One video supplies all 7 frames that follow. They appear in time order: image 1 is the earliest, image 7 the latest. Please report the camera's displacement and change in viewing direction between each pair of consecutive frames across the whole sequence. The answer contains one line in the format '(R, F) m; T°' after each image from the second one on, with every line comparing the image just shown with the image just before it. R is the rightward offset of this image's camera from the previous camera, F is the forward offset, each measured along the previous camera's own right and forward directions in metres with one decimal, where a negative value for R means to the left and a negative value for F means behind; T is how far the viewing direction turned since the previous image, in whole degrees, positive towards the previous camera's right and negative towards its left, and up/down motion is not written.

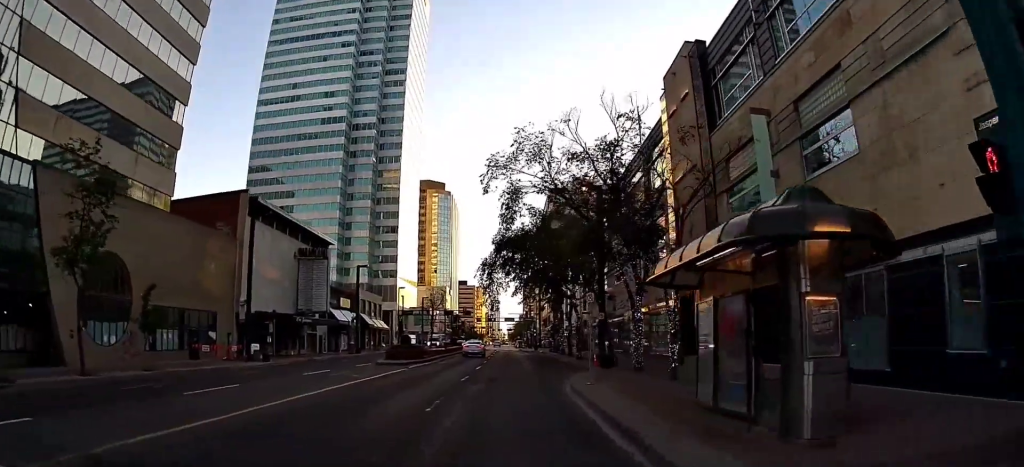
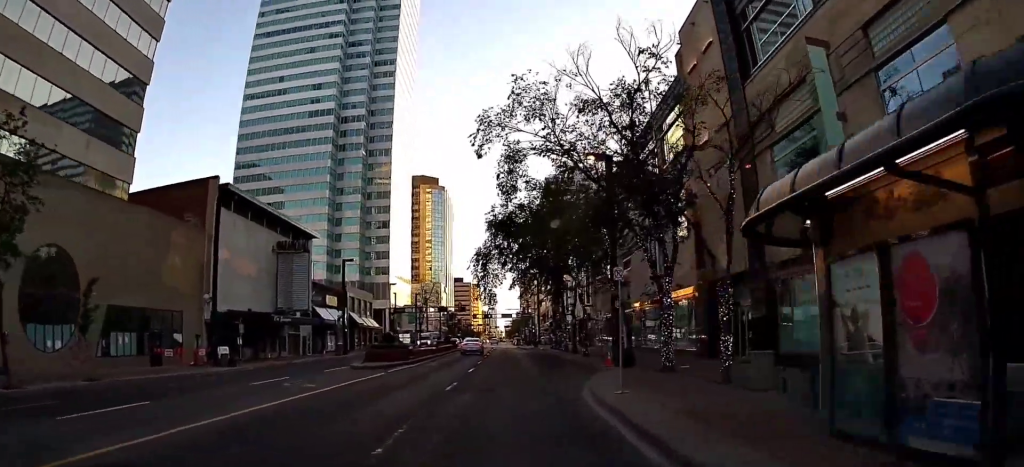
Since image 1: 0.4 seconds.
(+0.3, +5.2) m; 0°
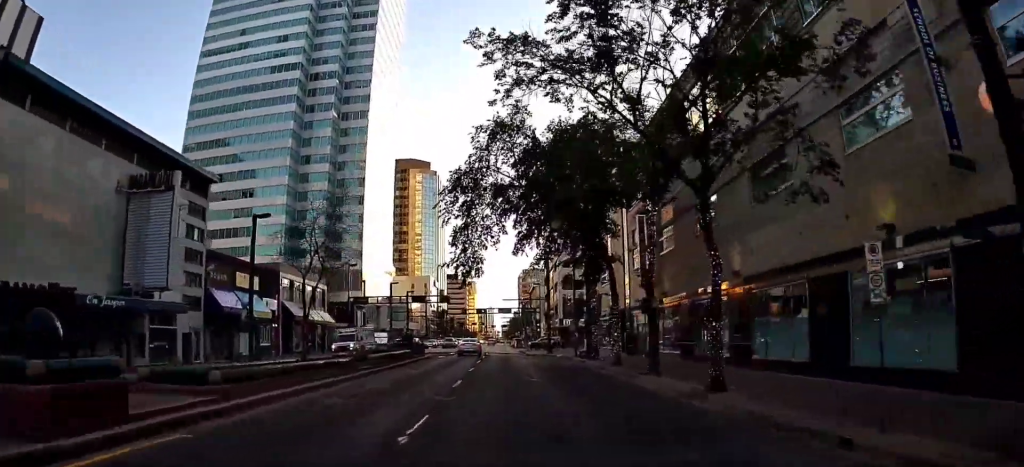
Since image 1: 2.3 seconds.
(+0.1, +23.6) m; +3°
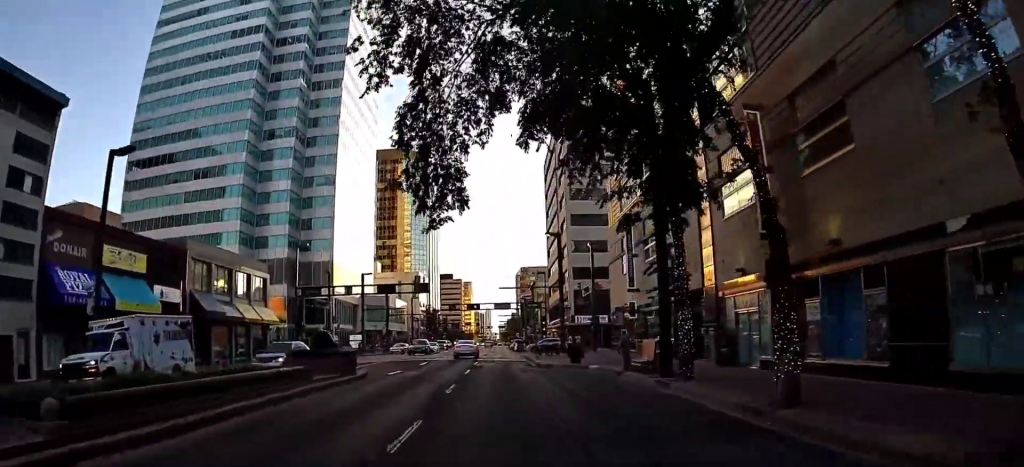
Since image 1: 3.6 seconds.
(+0.8, +11.3) m; +2°
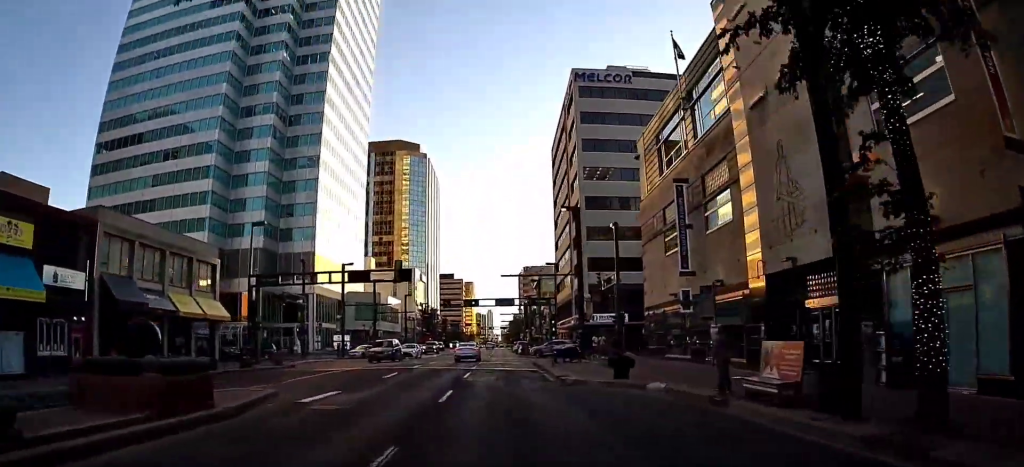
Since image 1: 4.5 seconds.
(-0.3, +11.0) m; -2°
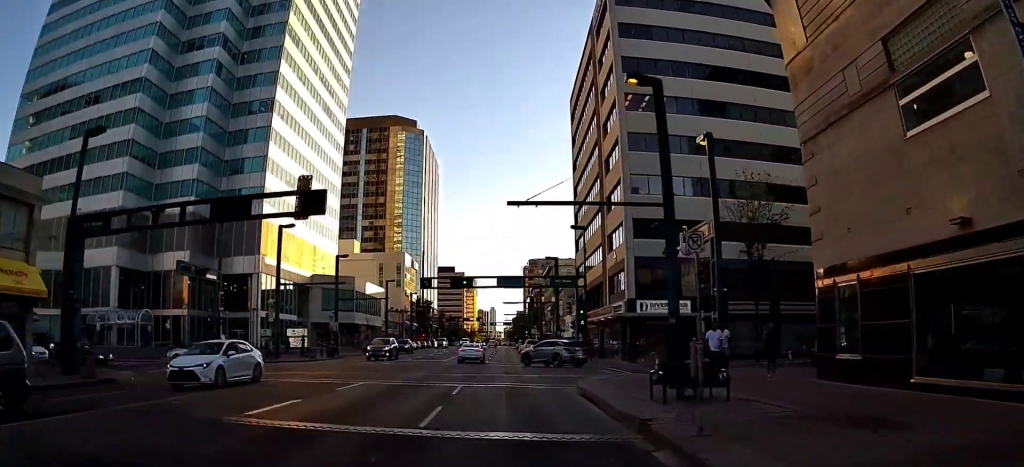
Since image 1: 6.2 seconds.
(-0.5, +26.9) m; -1°
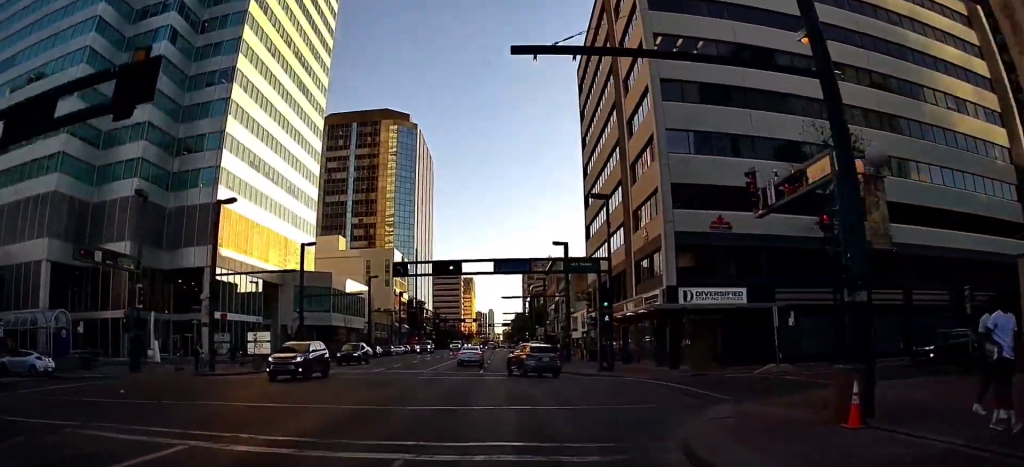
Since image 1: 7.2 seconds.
(-0.1, +12.6) m; 0°
